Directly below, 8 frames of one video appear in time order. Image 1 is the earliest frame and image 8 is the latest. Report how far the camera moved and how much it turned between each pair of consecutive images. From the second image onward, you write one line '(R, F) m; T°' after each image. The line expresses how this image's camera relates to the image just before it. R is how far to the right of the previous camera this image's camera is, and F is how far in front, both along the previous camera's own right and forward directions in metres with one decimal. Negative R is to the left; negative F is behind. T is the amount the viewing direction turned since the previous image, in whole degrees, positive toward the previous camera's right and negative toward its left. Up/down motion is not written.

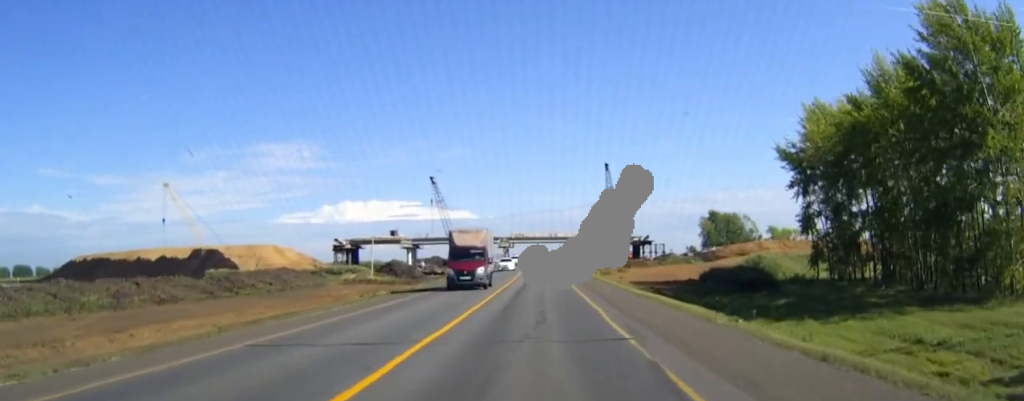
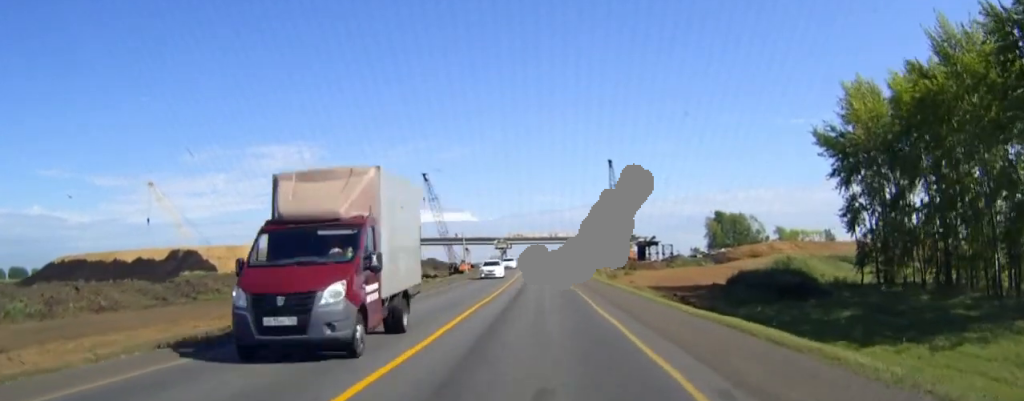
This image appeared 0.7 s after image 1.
(0.0, +11.7) m; 0°
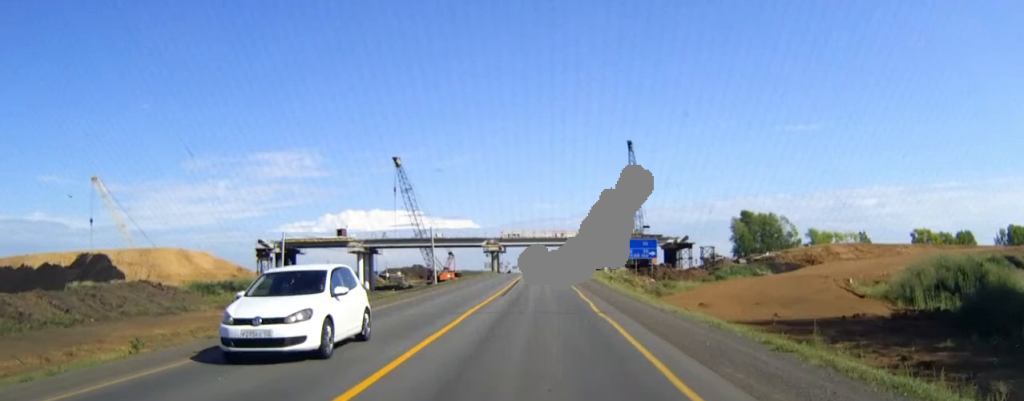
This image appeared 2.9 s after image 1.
(-0.1, +39.1) m; 0°
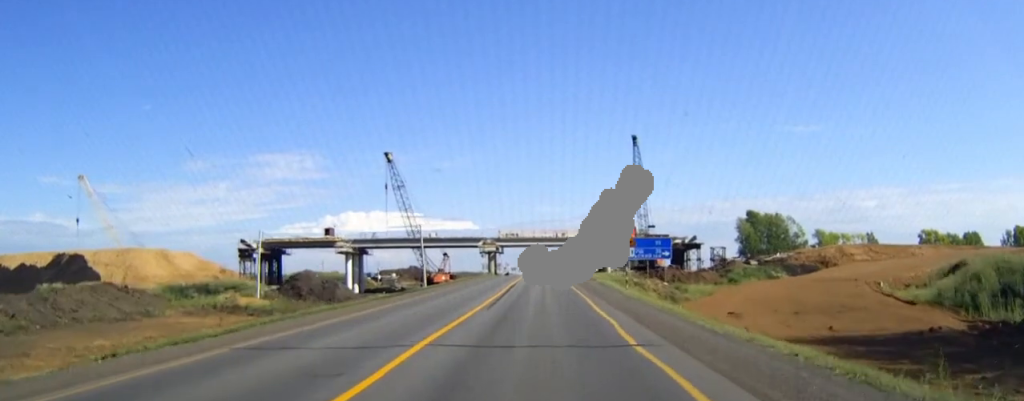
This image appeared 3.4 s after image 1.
(0.0, +8.0) m; 0°
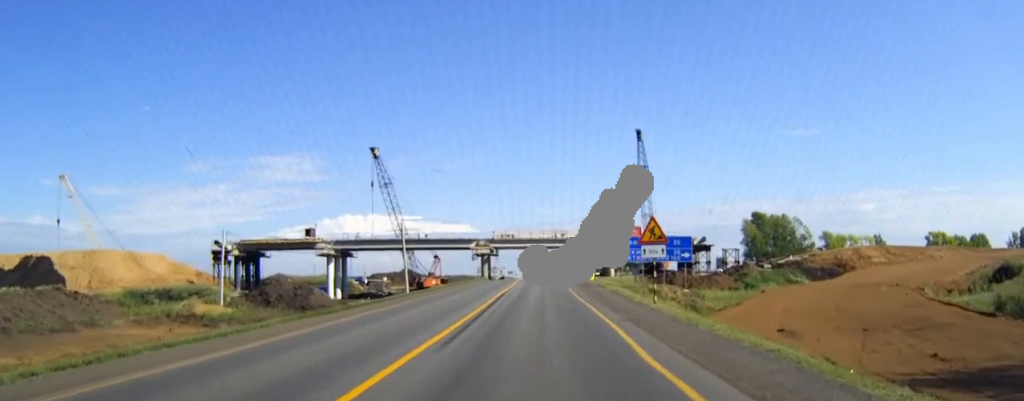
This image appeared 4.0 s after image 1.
(0.0, +9.8) m; 0°
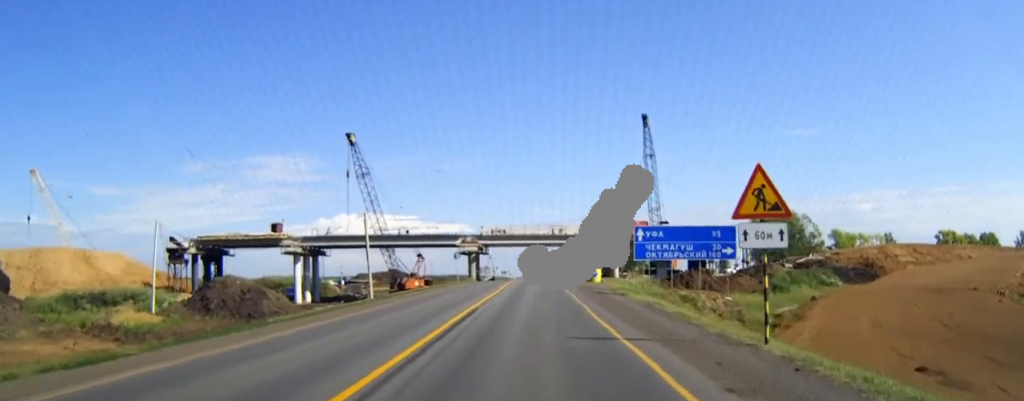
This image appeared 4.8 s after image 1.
(0.0, +13.8) m; 0°
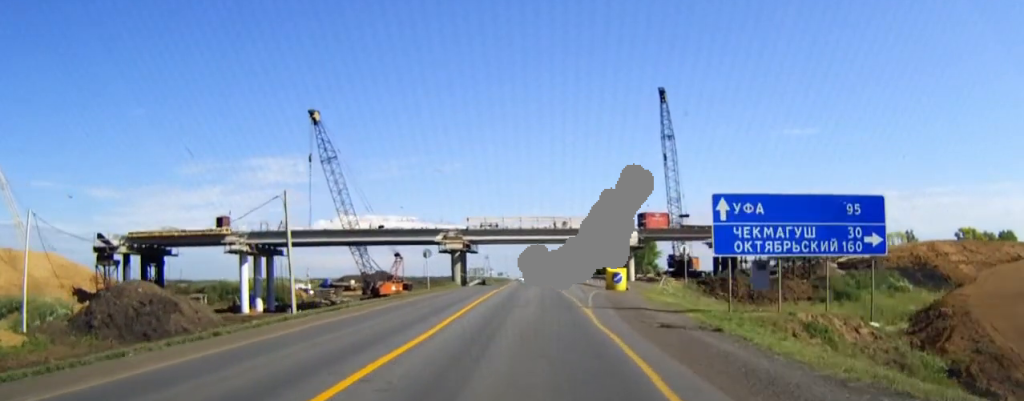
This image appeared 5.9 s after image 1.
(0.0, +19.0) m; 0°
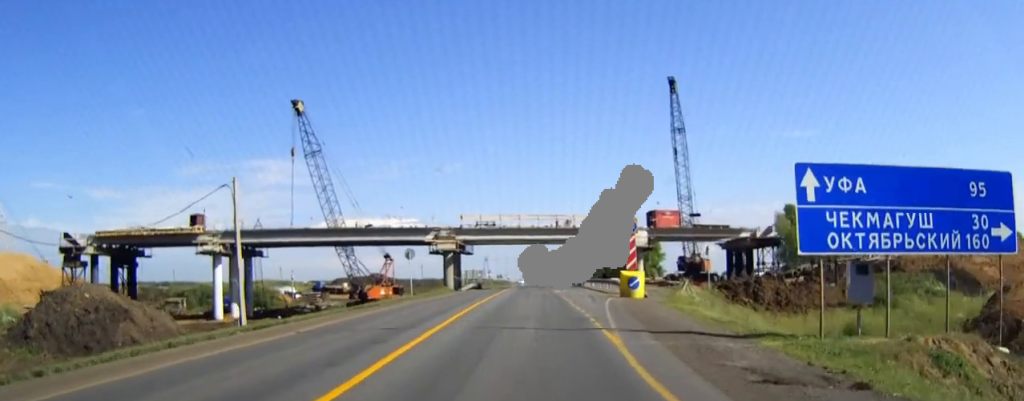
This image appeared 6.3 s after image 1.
(0.0, +7.5) m; 0°
